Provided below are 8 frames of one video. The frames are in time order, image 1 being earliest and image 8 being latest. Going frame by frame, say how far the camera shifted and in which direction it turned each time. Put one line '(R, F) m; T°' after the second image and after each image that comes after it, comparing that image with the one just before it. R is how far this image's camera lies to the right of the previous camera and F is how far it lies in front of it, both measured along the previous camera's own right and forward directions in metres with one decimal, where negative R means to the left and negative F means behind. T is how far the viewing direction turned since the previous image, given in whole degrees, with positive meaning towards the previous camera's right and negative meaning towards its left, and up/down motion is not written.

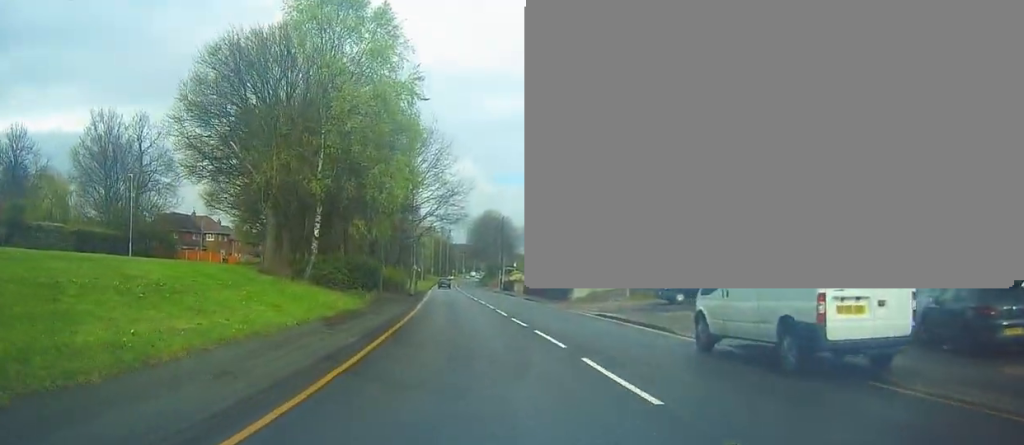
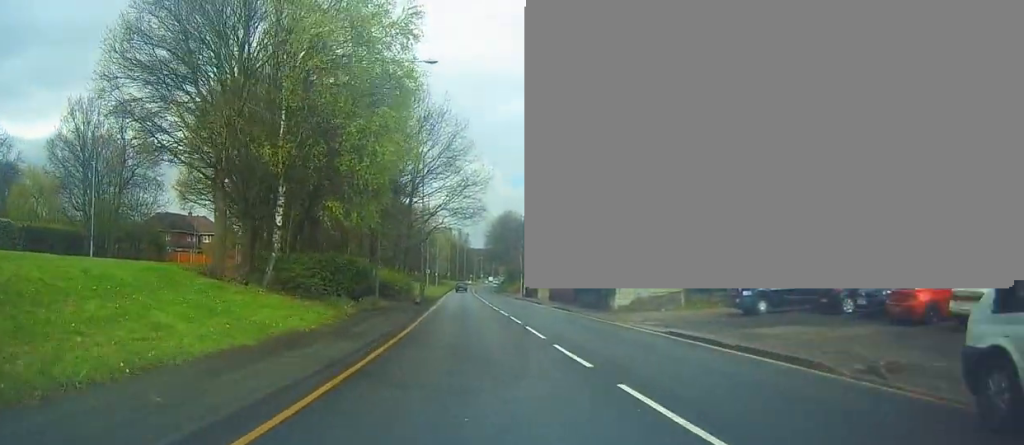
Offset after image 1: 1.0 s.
(-0.5, +7.8) m; -1°
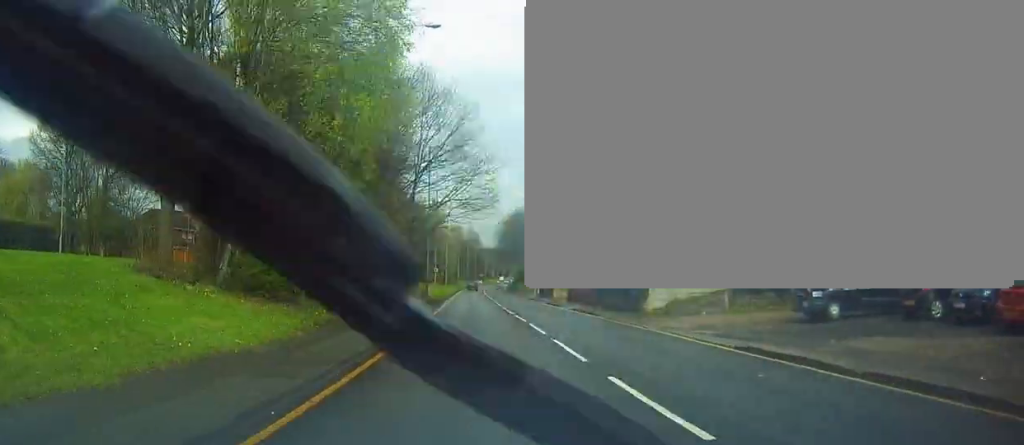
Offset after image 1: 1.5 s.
(+0.1, +4.9) m; -1°
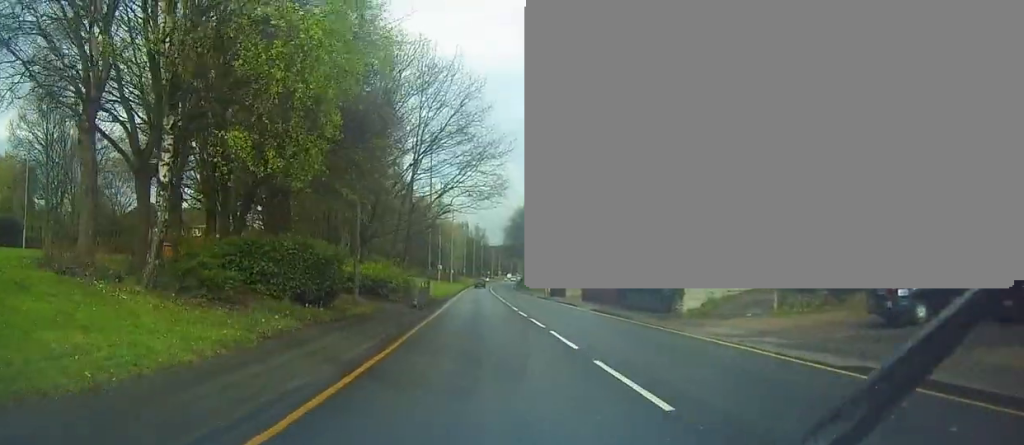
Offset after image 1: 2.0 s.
(+0.2, +4.3) m; 0°
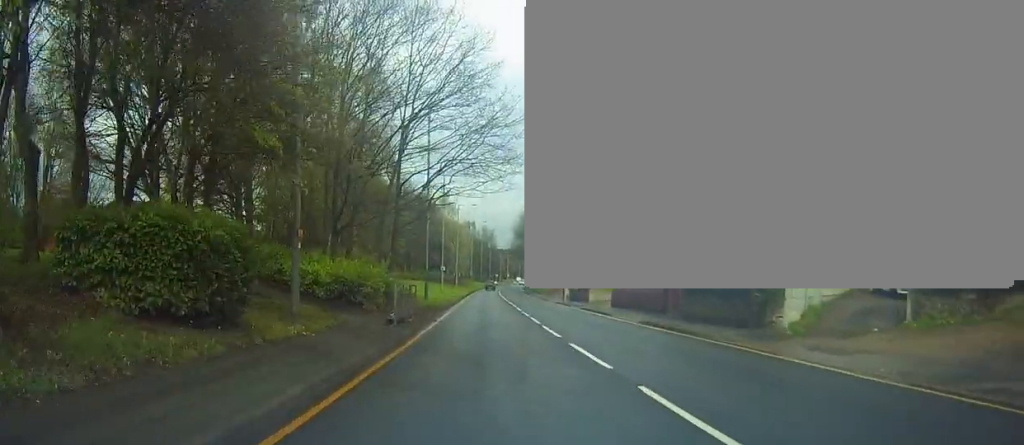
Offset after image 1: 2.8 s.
(-0.3, +8.4) m; 0°
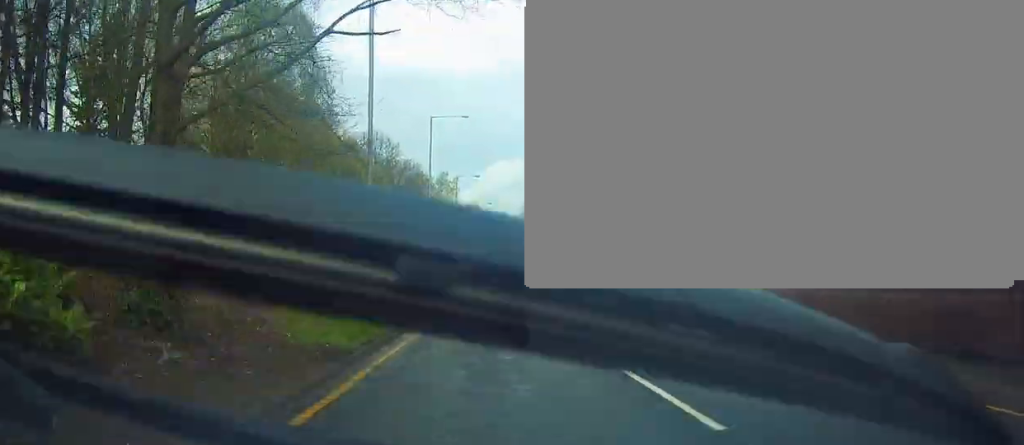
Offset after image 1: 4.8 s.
(-0.3, +21.7) m; -2°
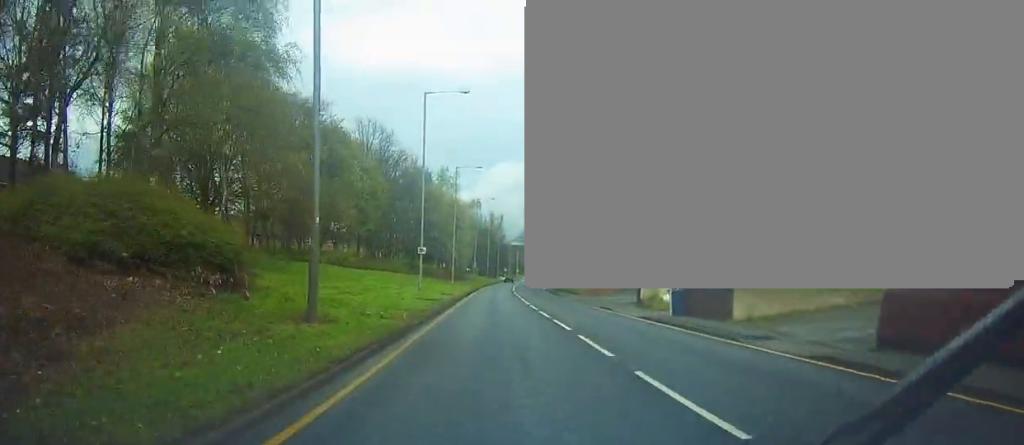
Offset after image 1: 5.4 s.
(+0.1, +6.4) m; 0°
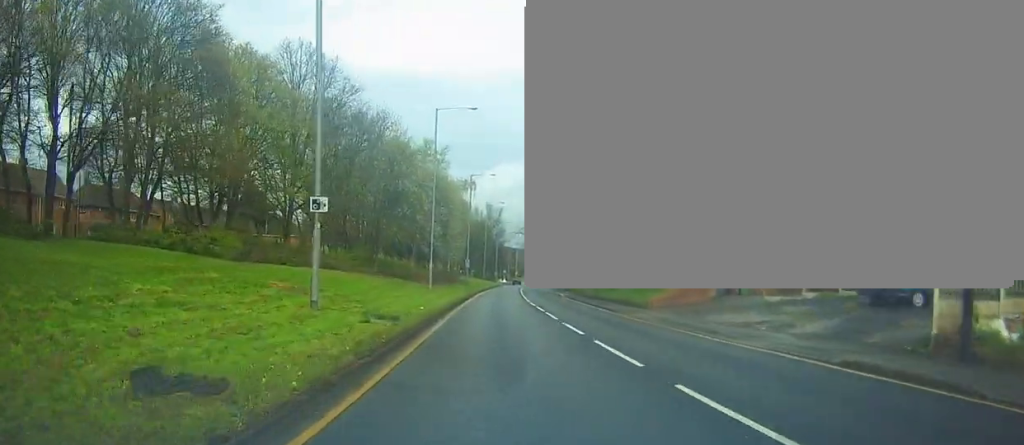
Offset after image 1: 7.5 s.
(+0.1, +24.7) m; +1°
